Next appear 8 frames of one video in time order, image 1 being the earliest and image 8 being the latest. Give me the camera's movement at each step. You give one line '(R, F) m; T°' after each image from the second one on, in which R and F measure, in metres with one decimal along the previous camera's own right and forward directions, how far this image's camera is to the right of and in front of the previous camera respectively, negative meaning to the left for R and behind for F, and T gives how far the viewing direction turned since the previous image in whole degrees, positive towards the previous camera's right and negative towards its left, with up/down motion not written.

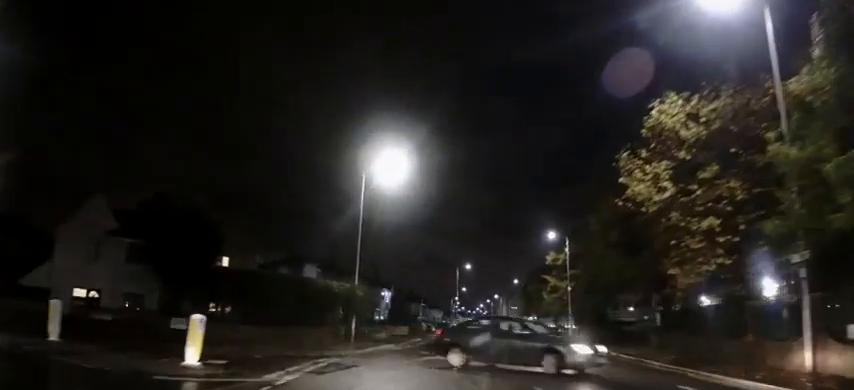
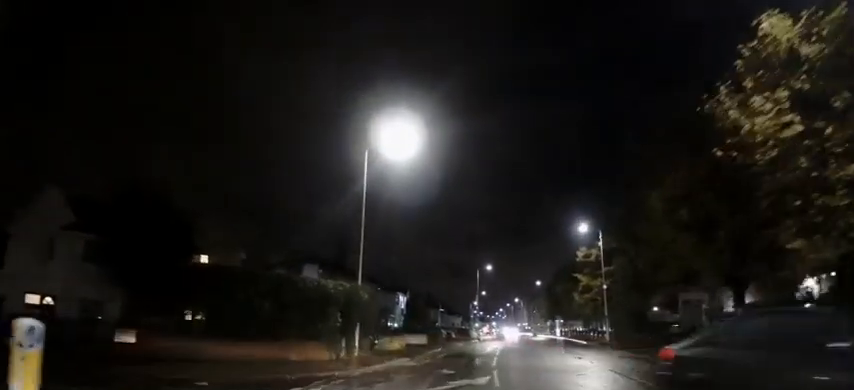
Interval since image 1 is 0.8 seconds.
(-0.3, +5.7) m; +1°
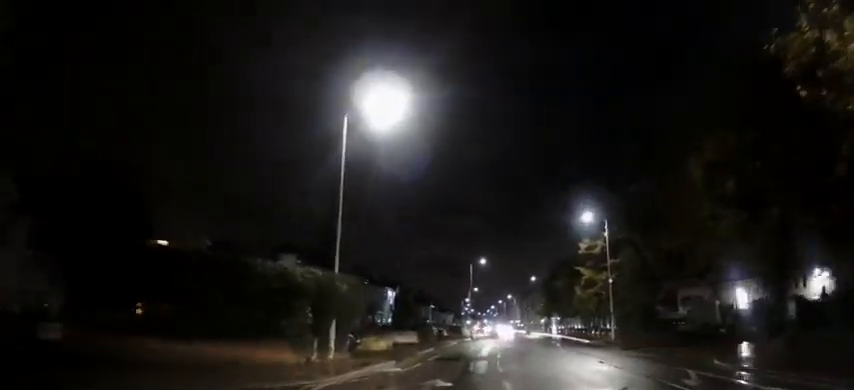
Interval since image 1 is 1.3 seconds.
(-0.1, +3.9) m; +1°
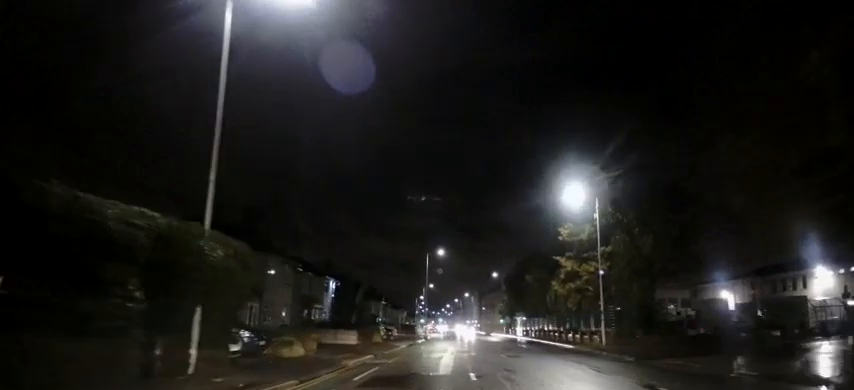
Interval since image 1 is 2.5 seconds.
(+0.5, +8.0) m; +3°
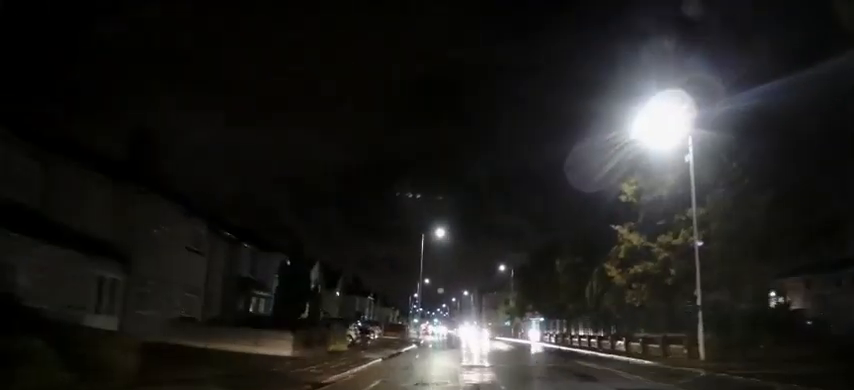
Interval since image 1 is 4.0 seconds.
(+0.1, +12.9) m; +1°
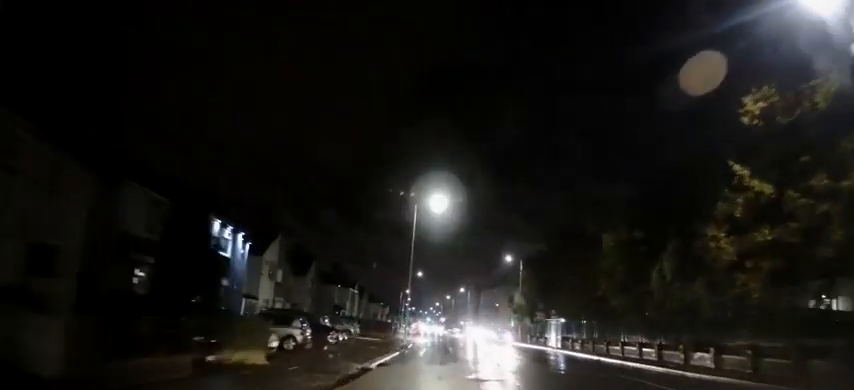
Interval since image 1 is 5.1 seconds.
(-0.2, +11.2) m; 0°
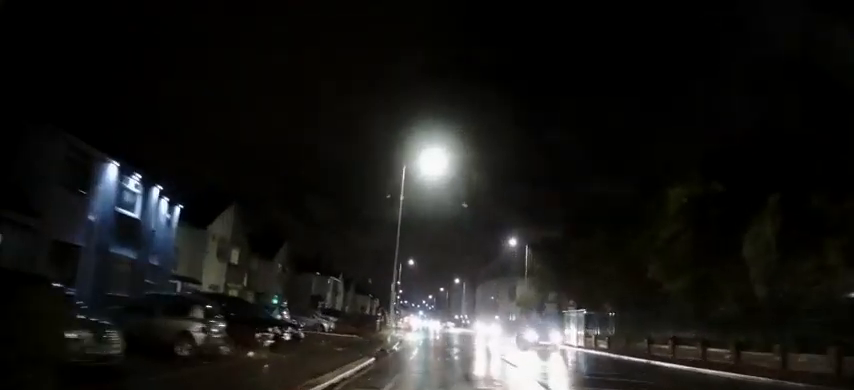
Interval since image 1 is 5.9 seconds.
(+0.2, +7.8) m; +1°
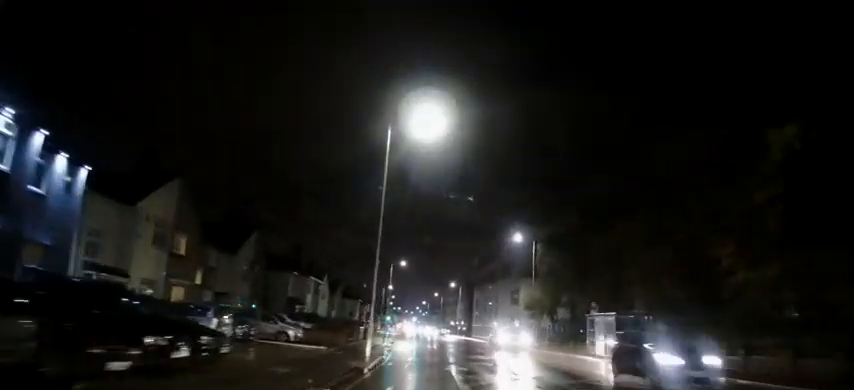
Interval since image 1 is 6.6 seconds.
(0.0, +6.6) m; 0°
